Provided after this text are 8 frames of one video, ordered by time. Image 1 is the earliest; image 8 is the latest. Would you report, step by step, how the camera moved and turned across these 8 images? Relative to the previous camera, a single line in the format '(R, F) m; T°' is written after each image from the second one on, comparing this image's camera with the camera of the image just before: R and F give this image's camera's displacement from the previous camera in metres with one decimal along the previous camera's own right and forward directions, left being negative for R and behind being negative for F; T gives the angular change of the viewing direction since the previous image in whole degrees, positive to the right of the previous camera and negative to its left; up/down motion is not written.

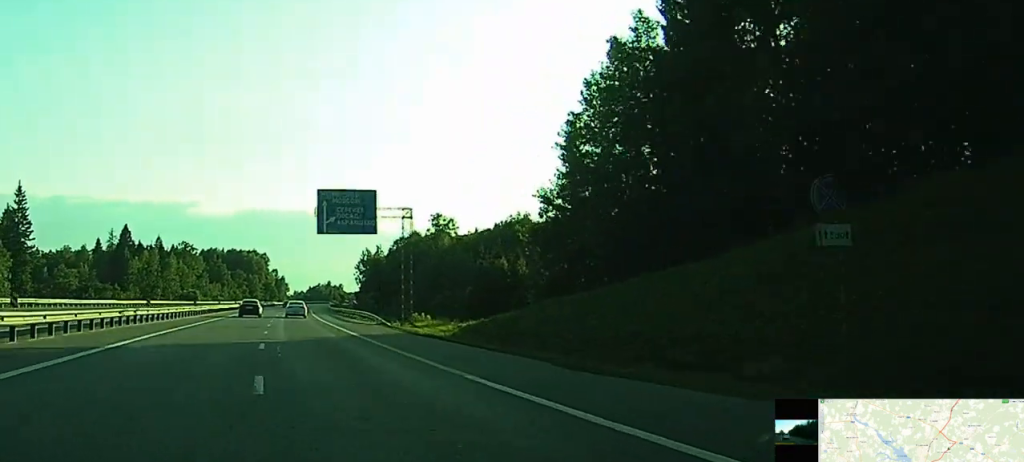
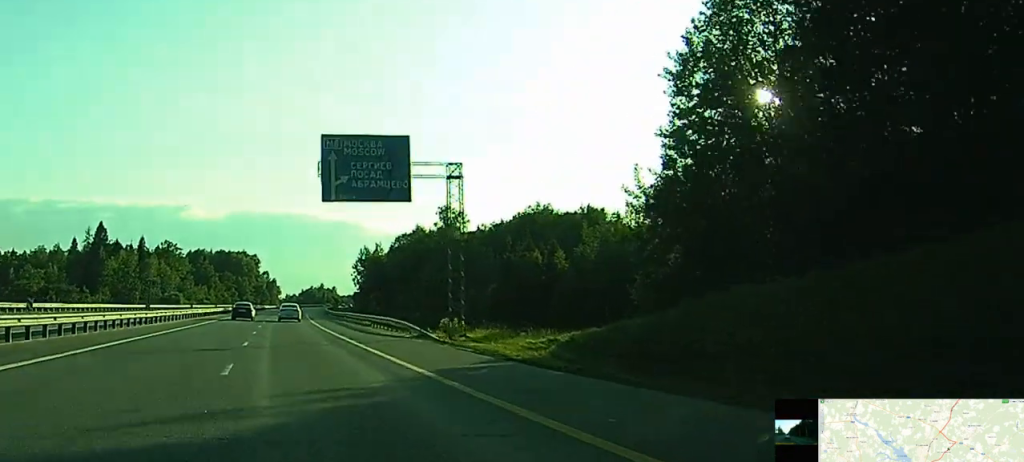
(+0.6, +20.4) m; +1°
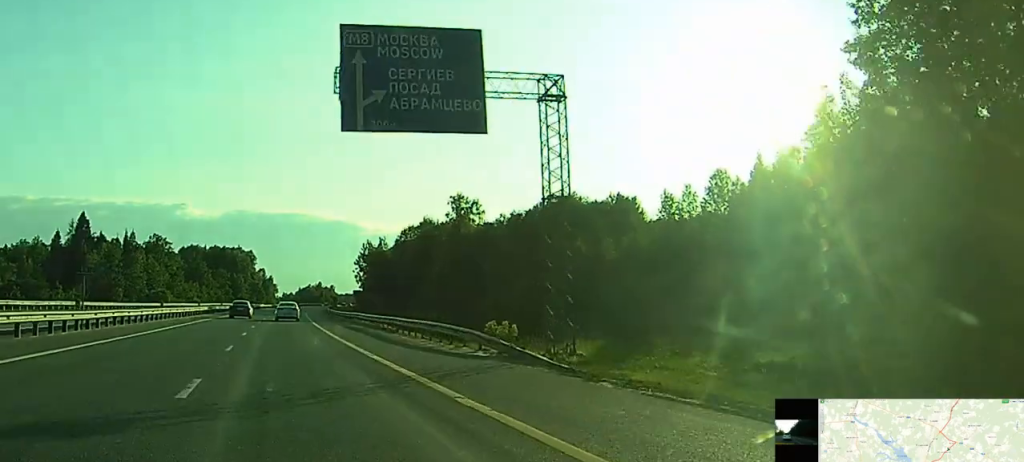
(0.0, +16.5) m; 0°
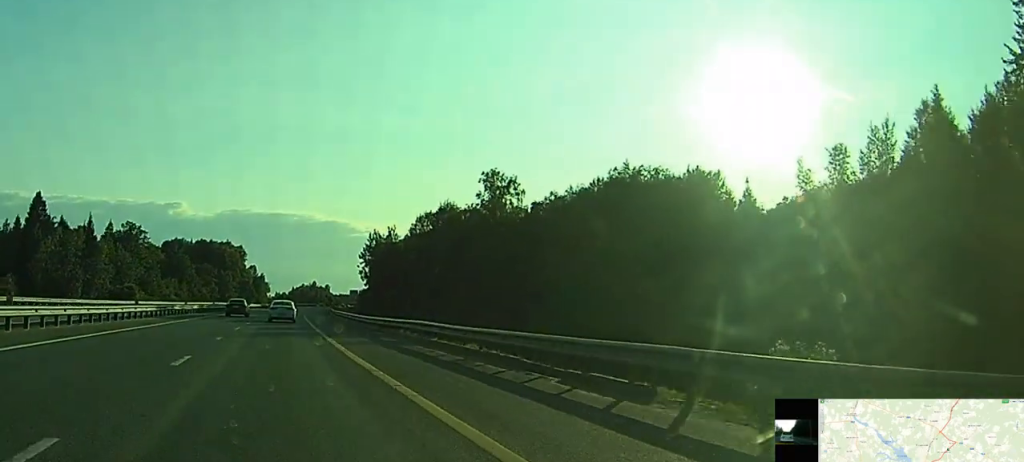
(0.0, +31.0) m; 0°
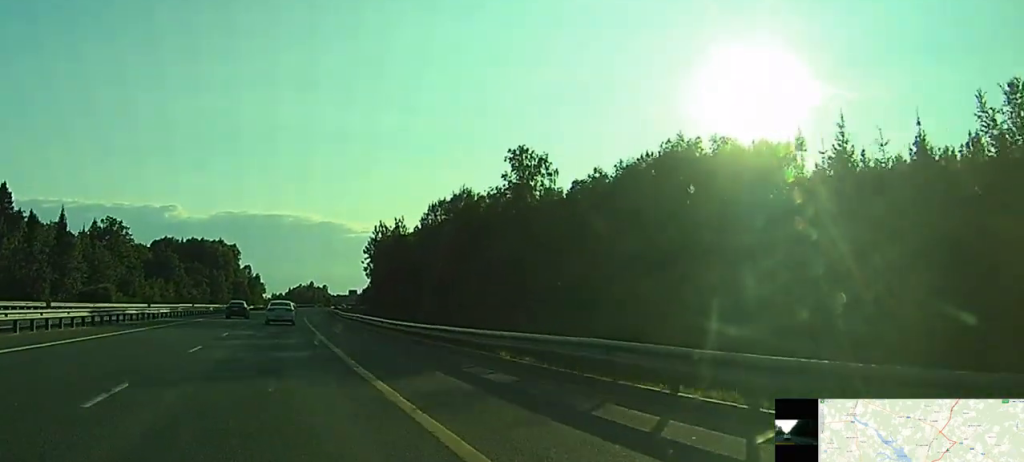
(0.0, +18.4) m; +1°
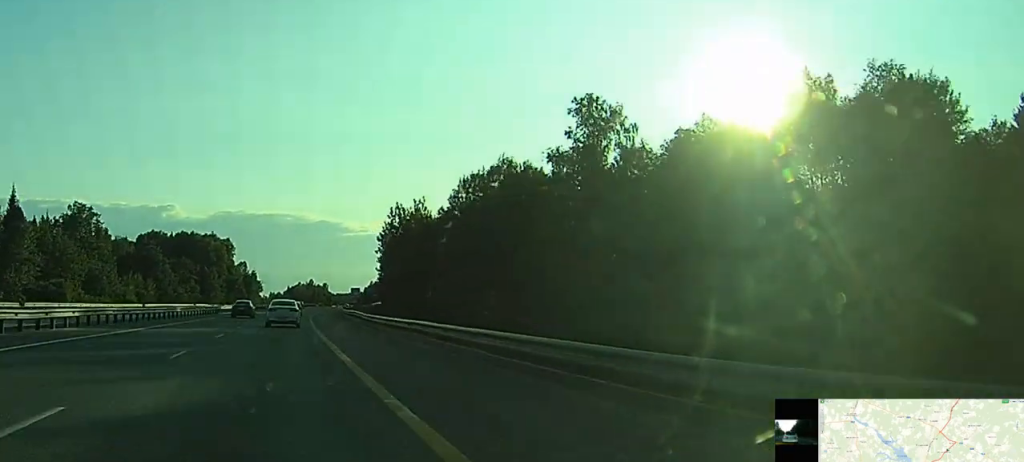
(+0.2, +26.9) m; +1°
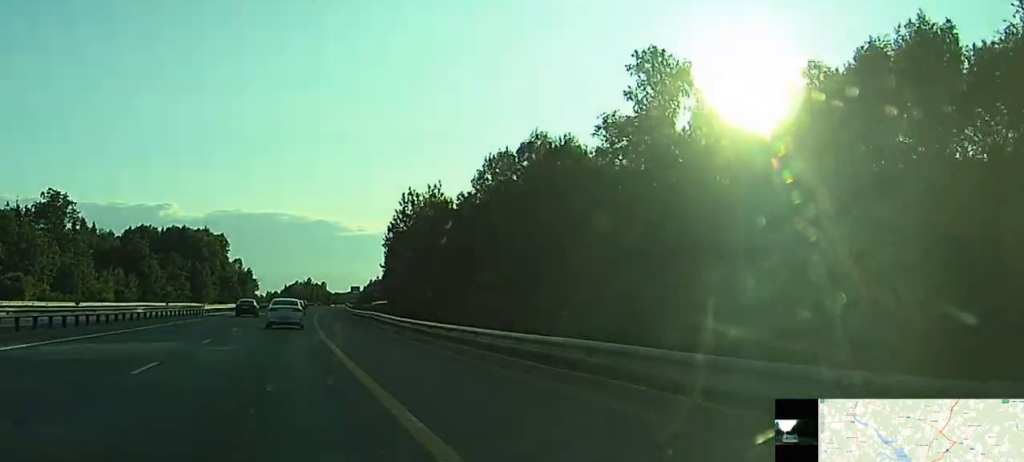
(+0.1, +16.1) m; 0°
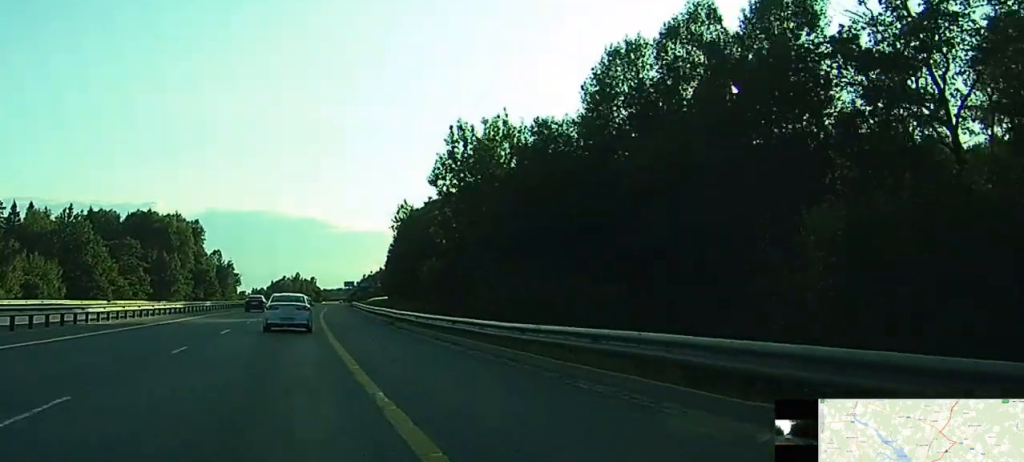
(0.0, +42.8) m; +1°
